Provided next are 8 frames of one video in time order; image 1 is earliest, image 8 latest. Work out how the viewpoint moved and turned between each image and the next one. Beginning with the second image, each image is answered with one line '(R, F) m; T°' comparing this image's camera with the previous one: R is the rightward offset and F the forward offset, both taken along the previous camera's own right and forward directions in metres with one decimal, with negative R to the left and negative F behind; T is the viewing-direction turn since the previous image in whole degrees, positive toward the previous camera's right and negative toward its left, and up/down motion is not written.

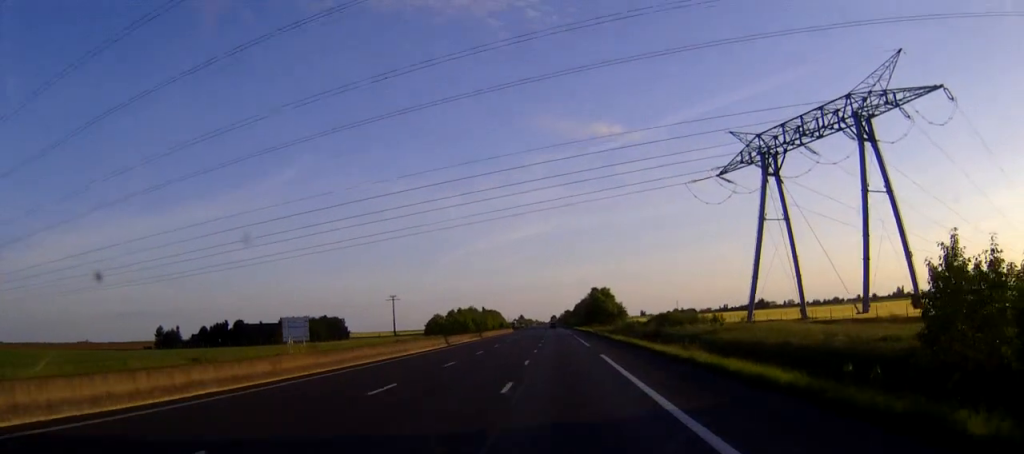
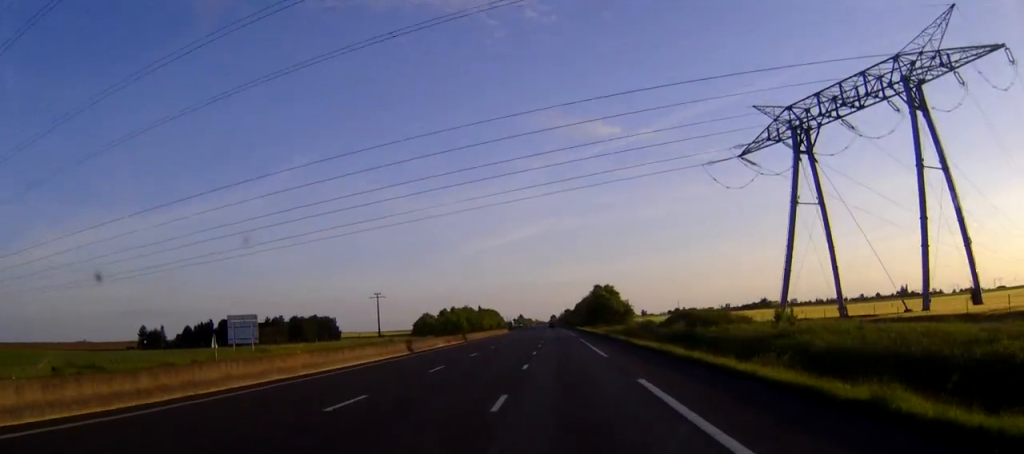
(0.0, +17.1) m; 0°
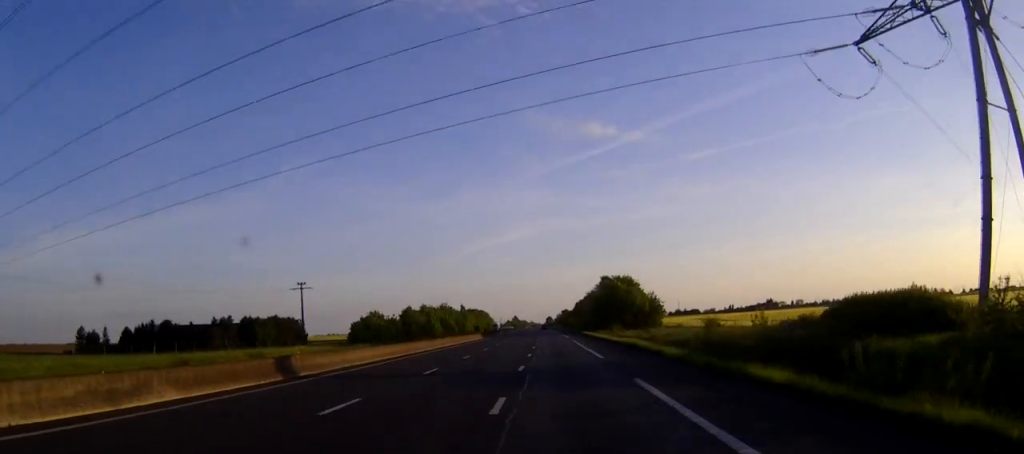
(-0.1, +52.3) m; 0°
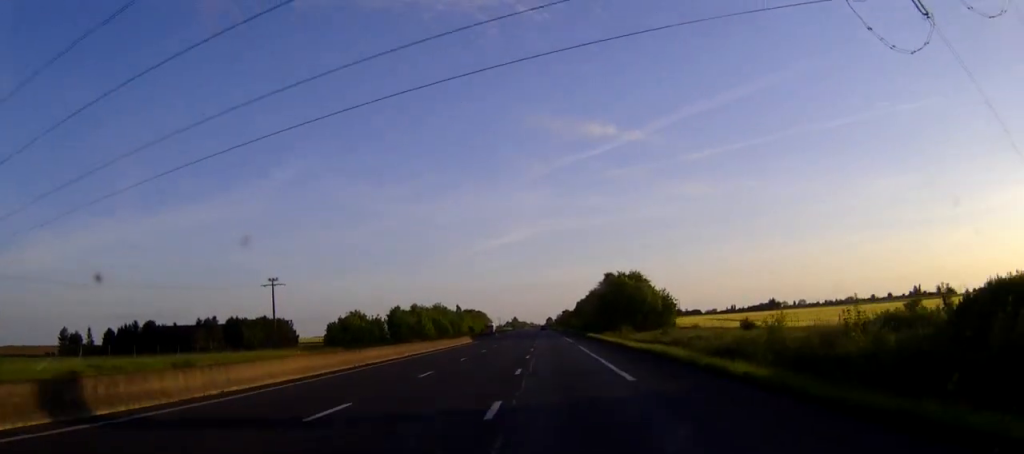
(0.0, +13.5) m; 0°
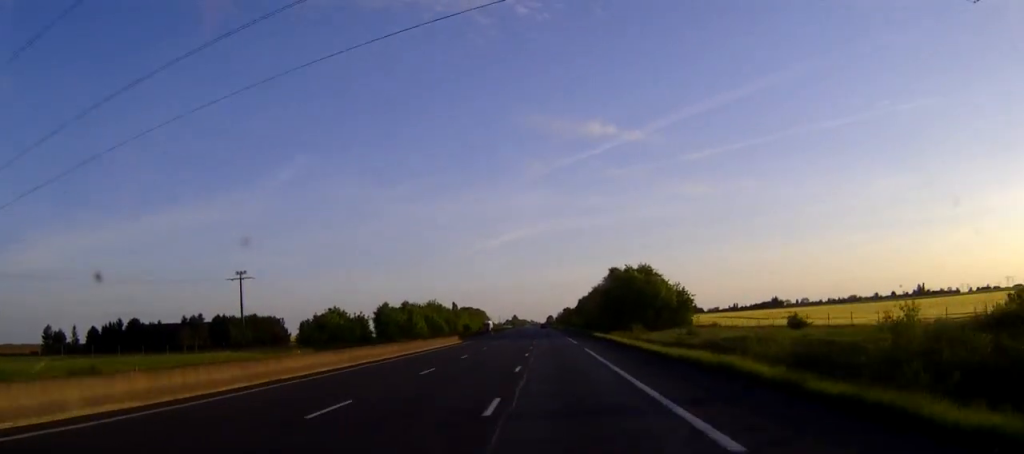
(0.0, +12.7) m; 0°
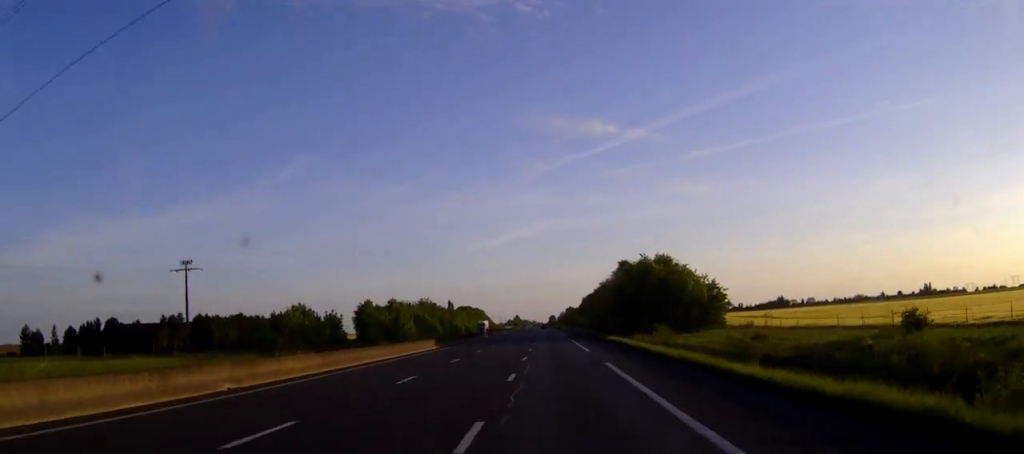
(0.0, +17.1) m; 0°
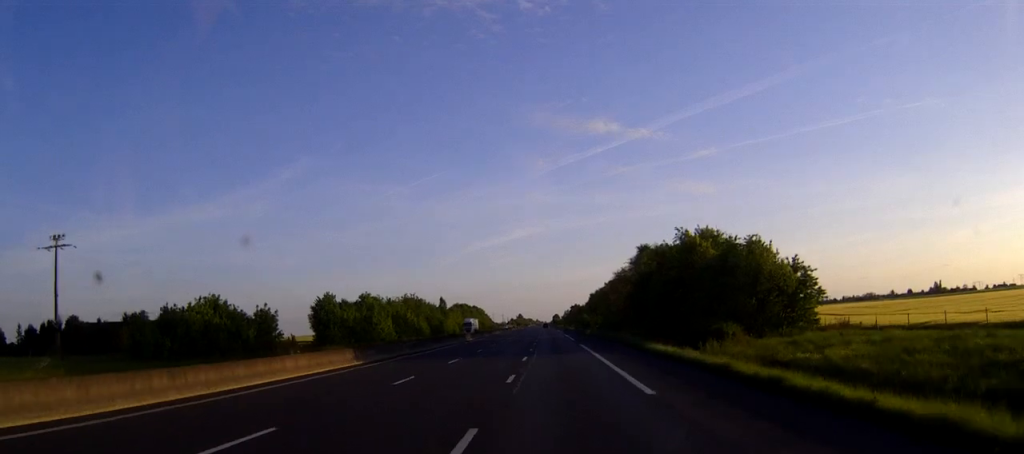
(-0.1, +27.0) m; 0°
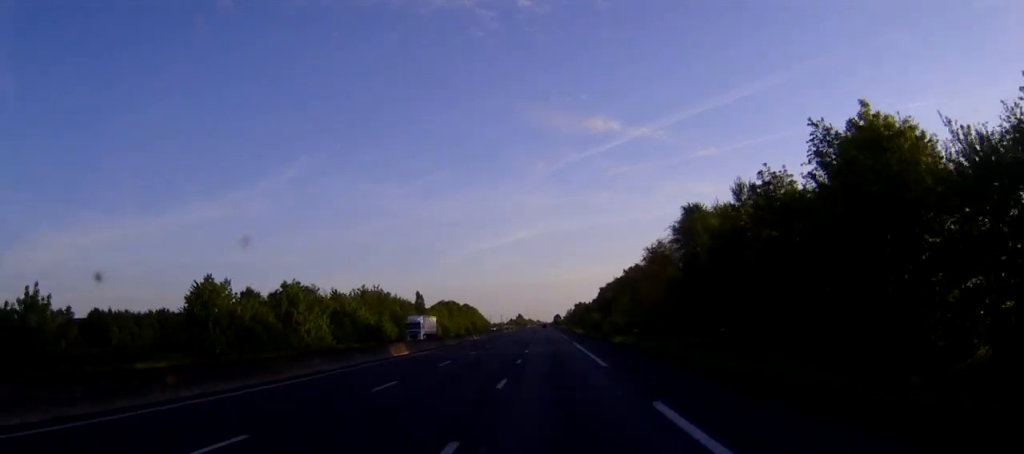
(0.0, +40.6) m; 0°
